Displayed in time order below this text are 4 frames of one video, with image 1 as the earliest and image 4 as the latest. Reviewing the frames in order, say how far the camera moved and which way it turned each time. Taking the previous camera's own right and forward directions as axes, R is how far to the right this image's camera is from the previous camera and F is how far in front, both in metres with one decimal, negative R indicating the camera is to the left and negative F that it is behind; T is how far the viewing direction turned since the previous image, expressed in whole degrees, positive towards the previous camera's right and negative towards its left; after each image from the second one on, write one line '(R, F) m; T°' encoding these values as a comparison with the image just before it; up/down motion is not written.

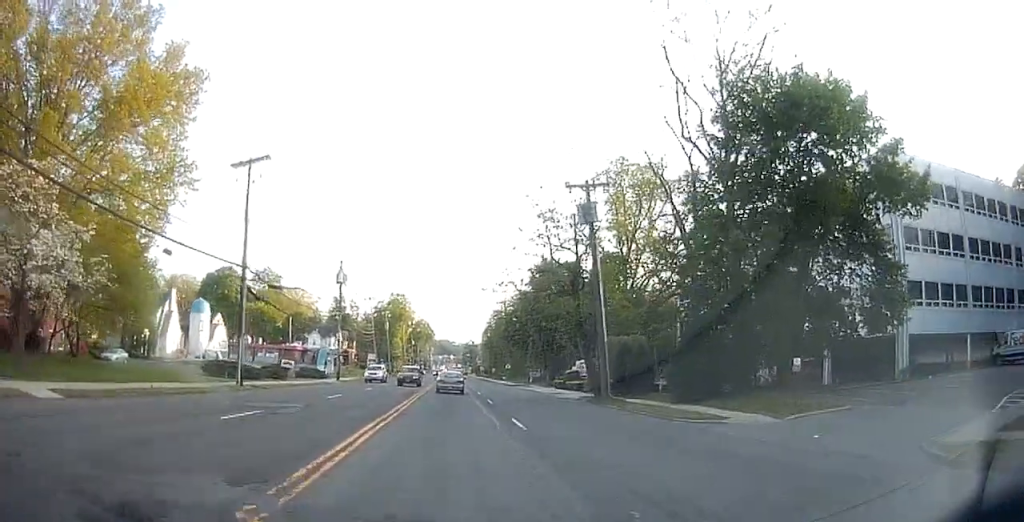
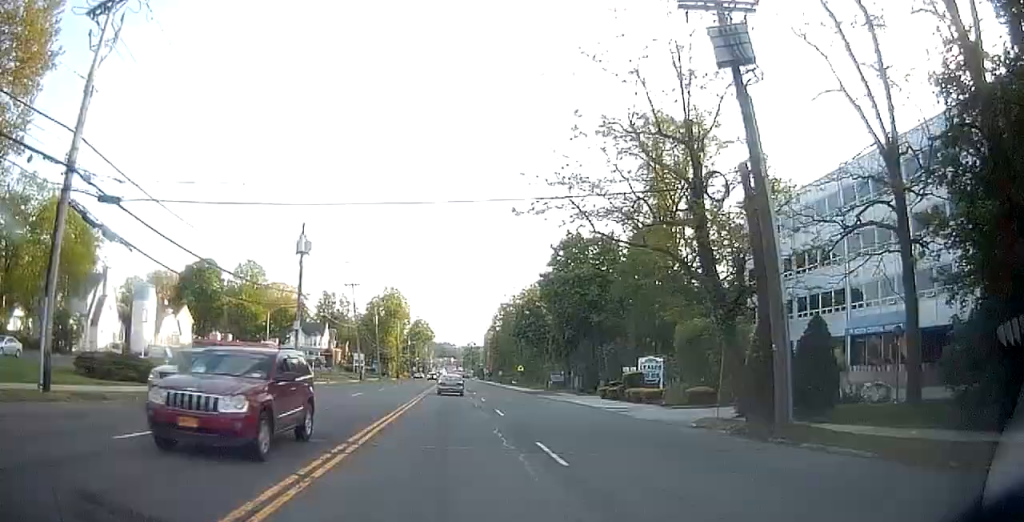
(+0.1, +18.1) m; +1°
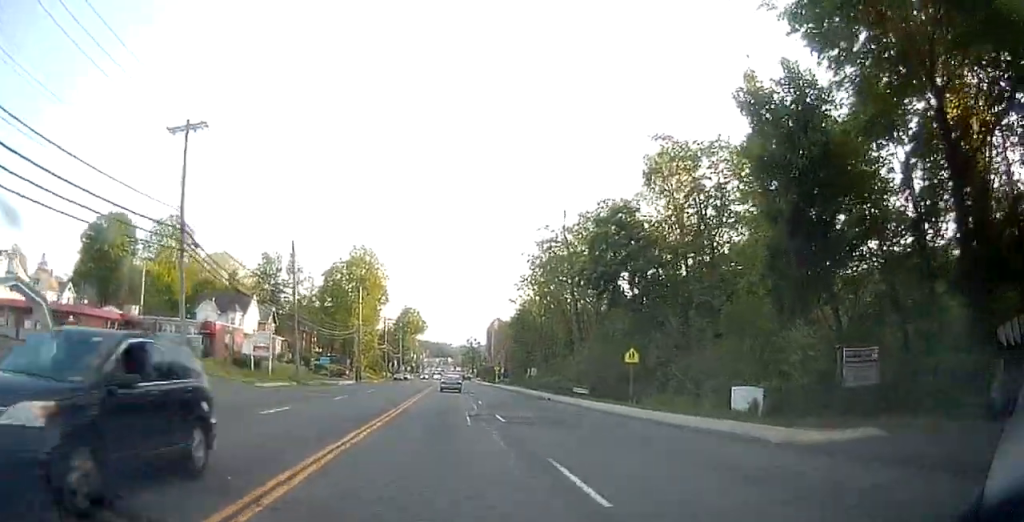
(0.0, +53.8) m; 0°
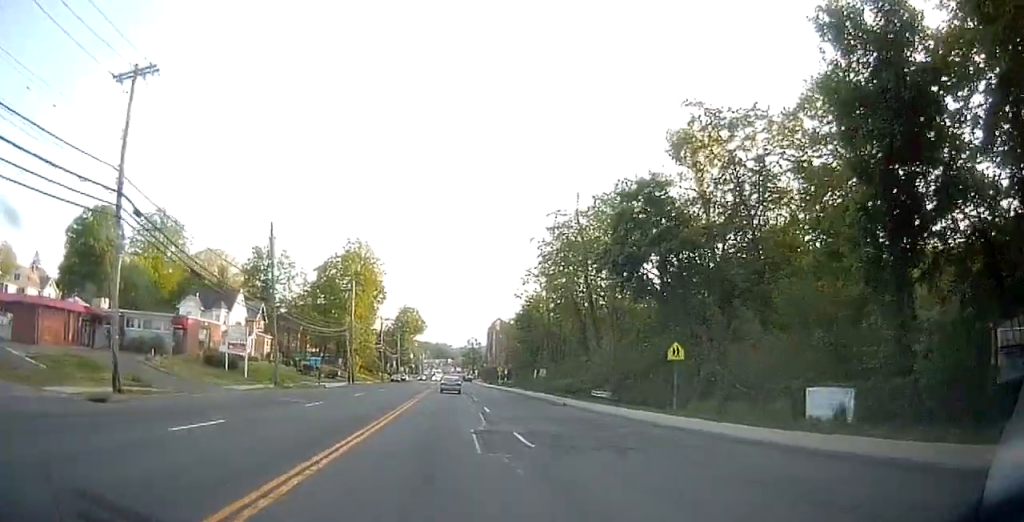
(-0.1, +6.4) m; -1°
